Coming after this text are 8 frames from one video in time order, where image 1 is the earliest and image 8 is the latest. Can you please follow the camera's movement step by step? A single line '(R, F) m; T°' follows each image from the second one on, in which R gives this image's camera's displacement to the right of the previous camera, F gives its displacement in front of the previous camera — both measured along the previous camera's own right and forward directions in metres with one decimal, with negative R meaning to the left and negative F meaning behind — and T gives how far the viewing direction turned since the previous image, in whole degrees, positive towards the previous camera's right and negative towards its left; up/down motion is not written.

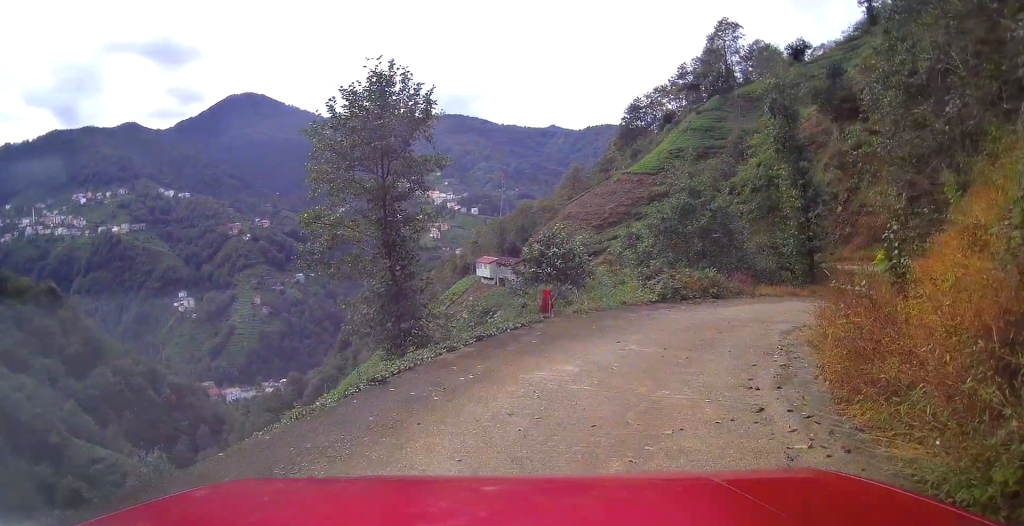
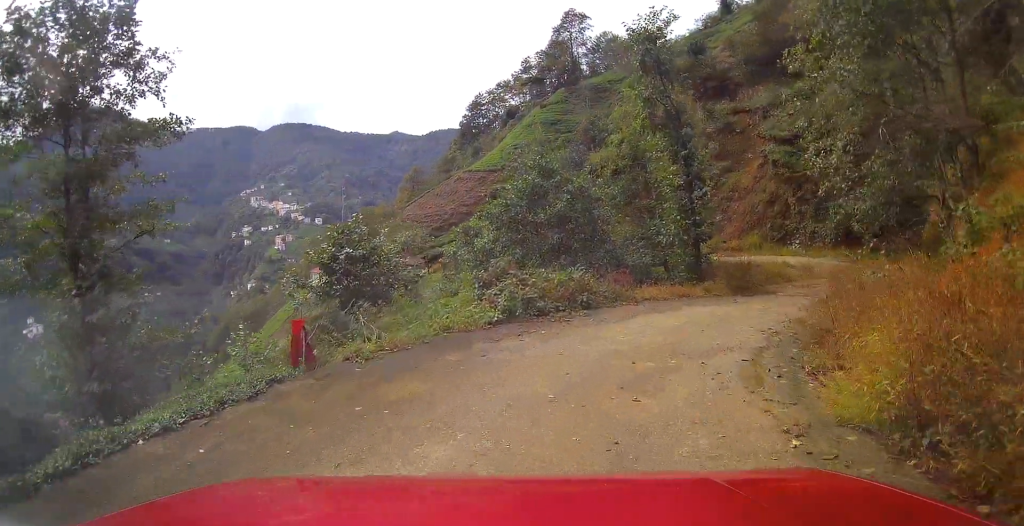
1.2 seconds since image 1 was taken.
(+1.0, +7.6) m; +13°
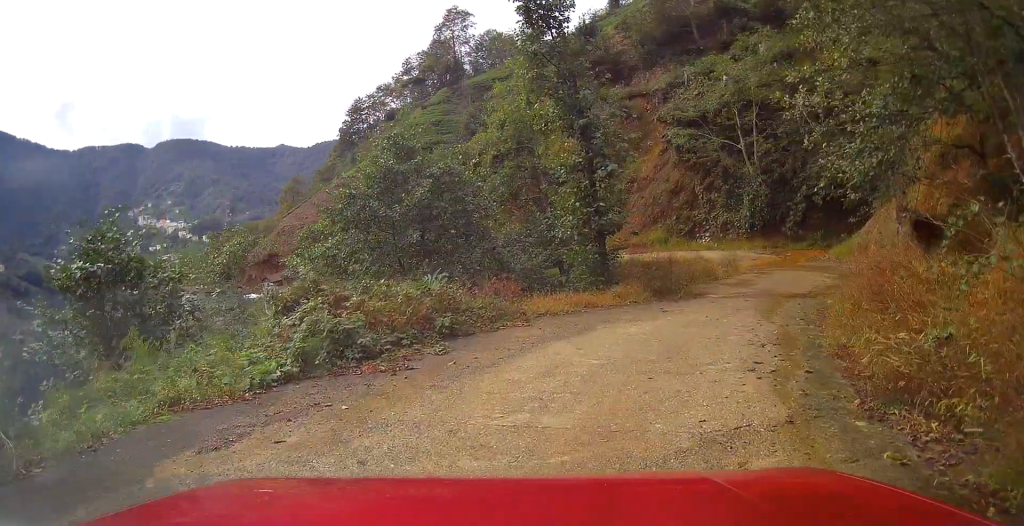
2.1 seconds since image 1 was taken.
(+0.4, +4.8) m; +7°
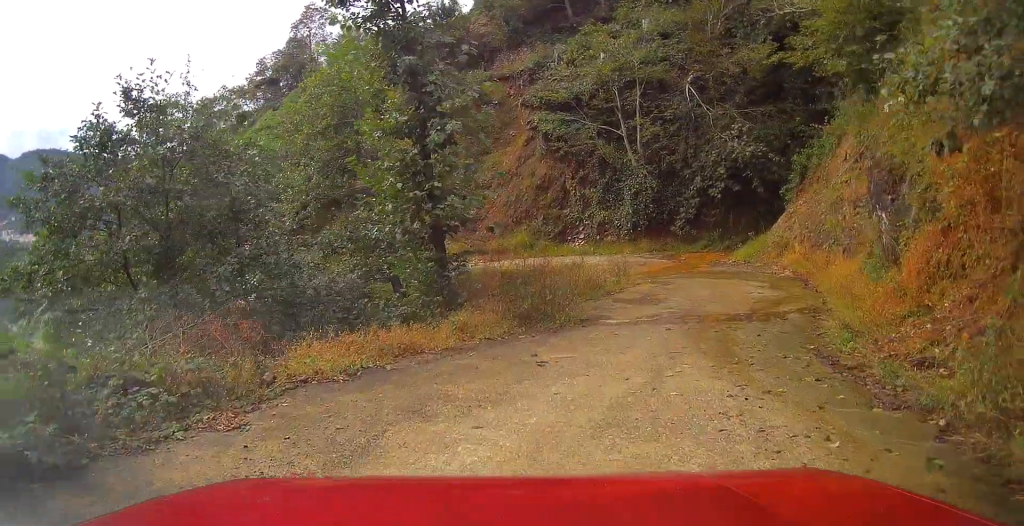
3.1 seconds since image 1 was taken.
(+0.2, +3.5) m; +8°
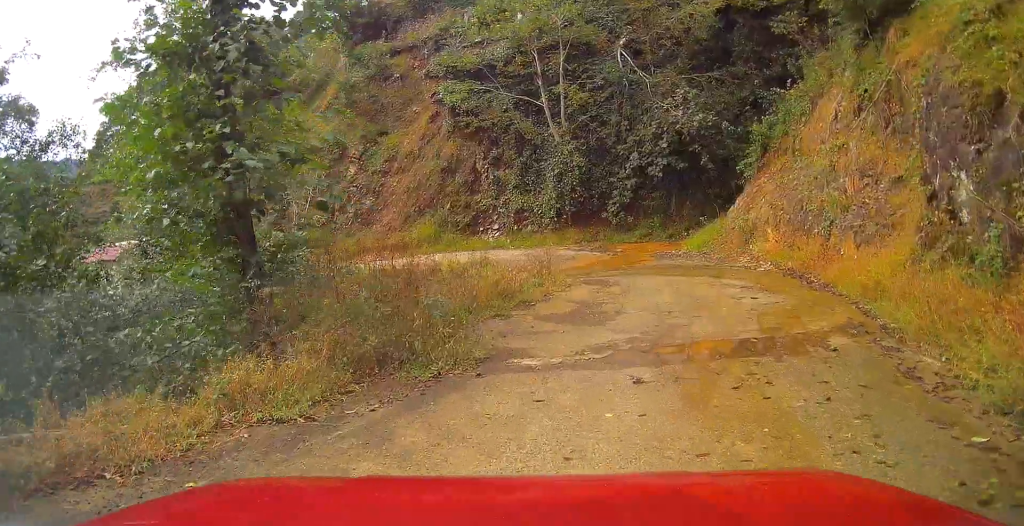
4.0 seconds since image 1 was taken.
(+0.2, +3.7) m; +6°
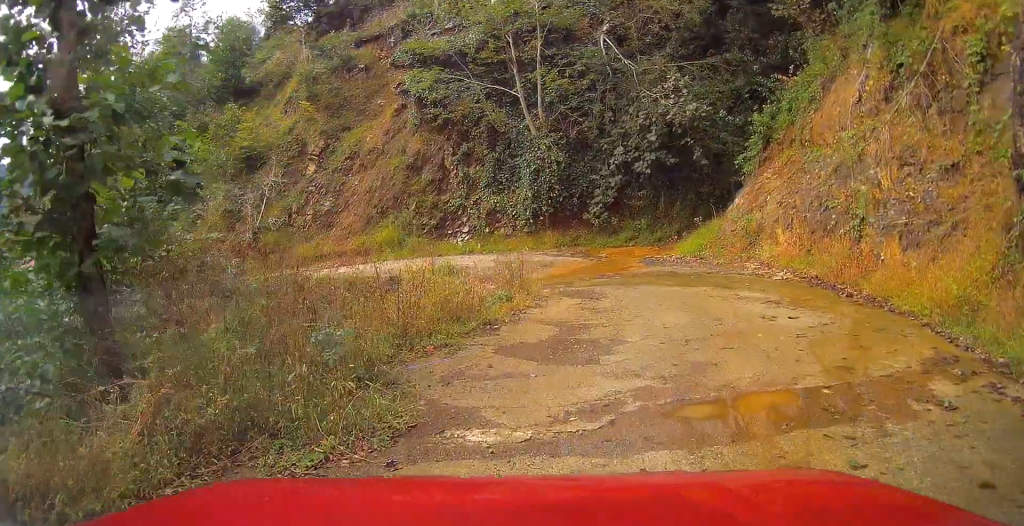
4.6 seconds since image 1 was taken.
(0.0, +2.6) m; +3°
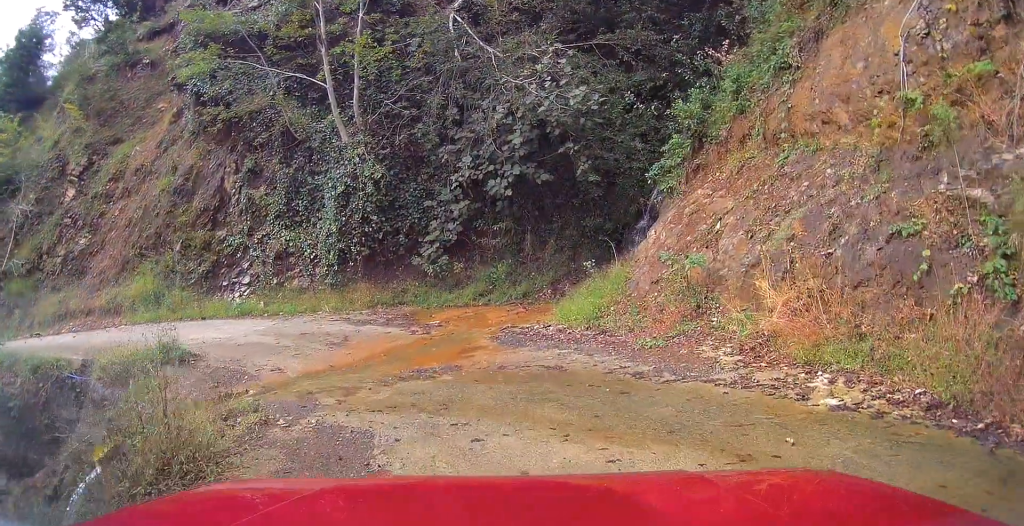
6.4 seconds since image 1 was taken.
(+0.6, +10.0) m; +6°
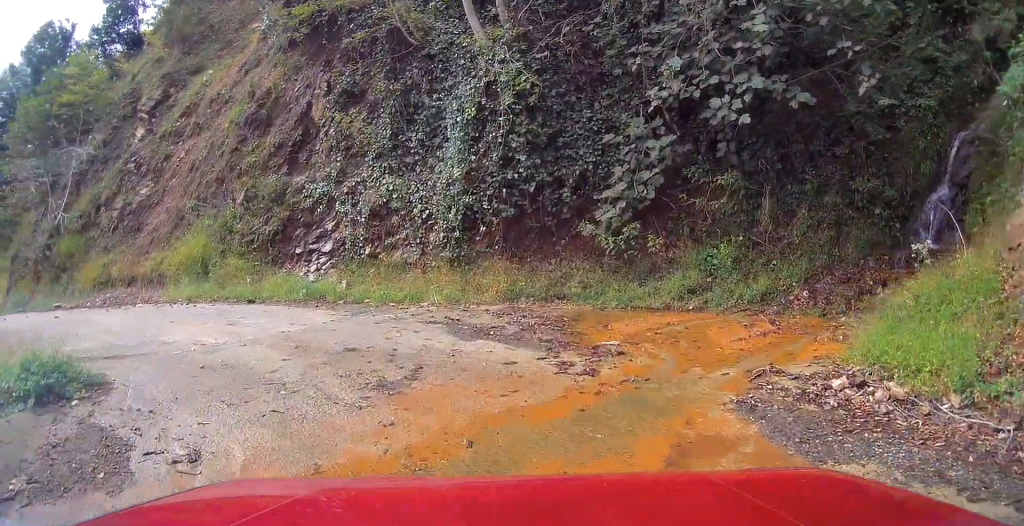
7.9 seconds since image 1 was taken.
(-0.5, +6.5) m; -16°
